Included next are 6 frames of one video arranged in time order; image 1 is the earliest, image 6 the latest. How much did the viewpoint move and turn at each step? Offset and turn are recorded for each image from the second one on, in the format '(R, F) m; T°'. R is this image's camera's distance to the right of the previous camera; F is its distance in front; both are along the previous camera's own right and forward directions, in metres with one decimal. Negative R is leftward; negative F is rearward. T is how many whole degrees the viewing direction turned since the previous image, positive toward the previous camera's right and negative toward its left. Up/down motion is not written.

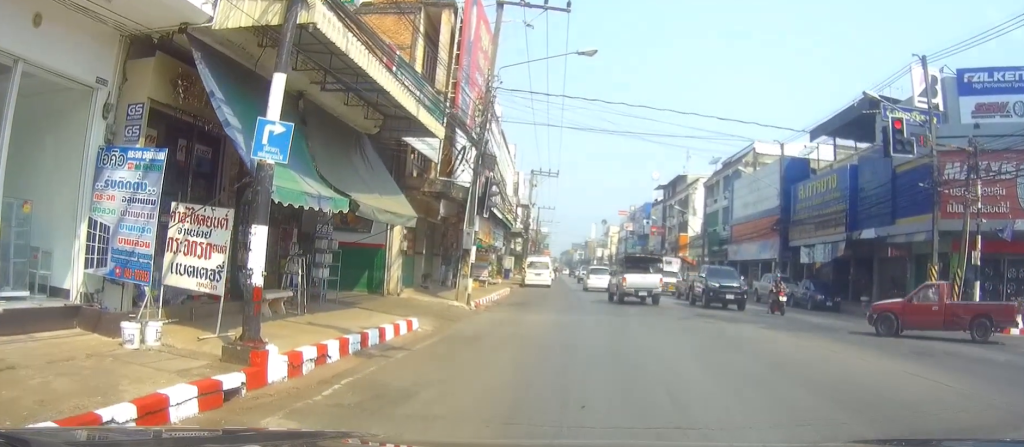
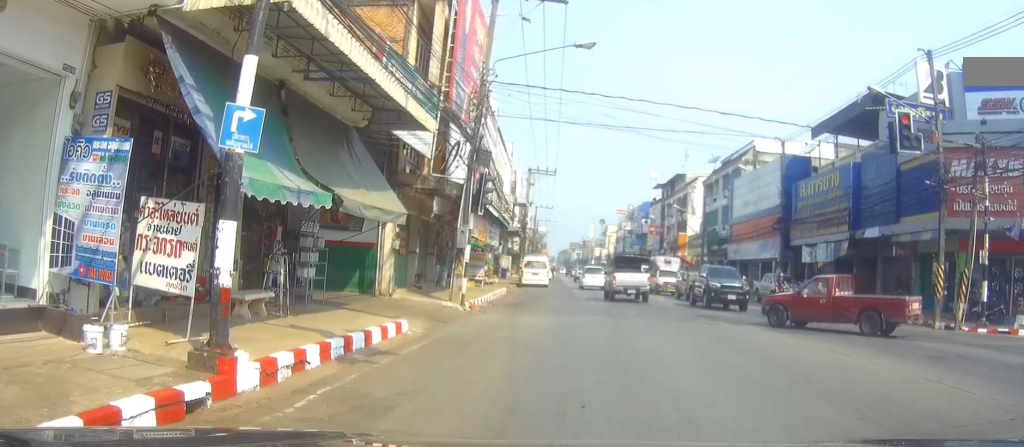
(0.0, +1.0) m; 0°
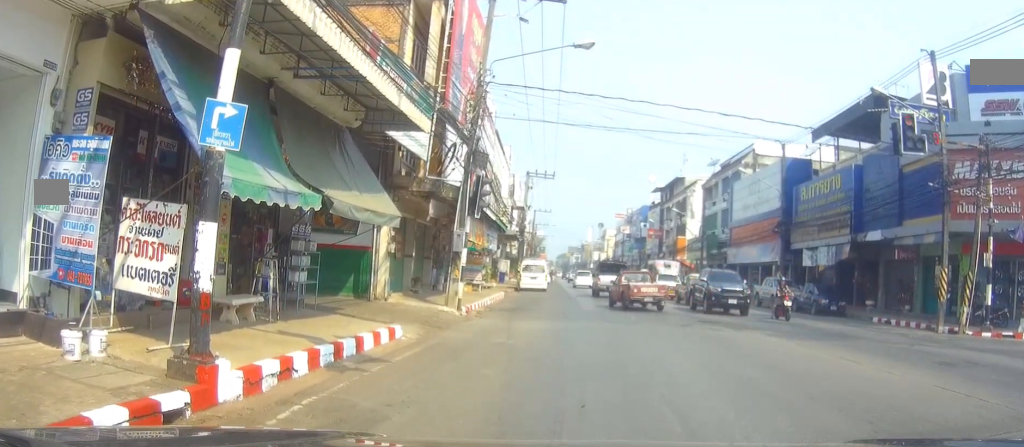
(+0.4, +1.4) m; 0°
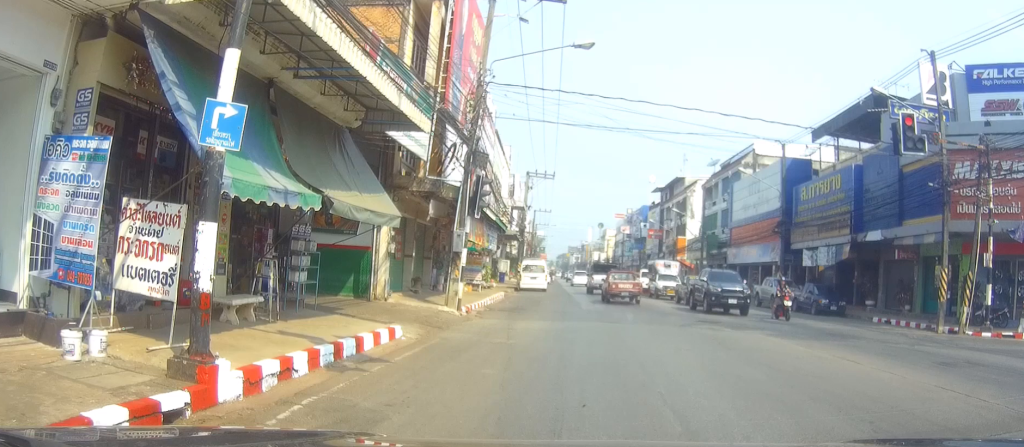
(+0.1, +0.1) m; 0°
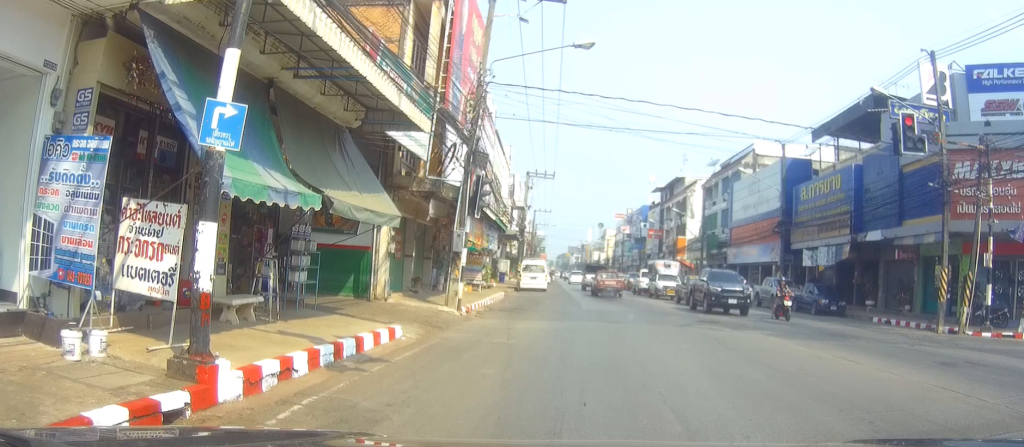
(0.0, 0.0) m; 0°
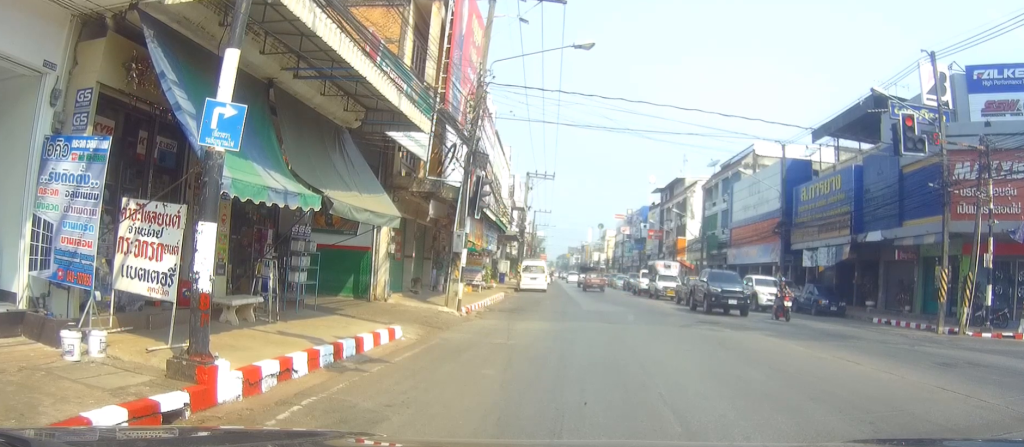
(0.0, 0.0) m; 0°
